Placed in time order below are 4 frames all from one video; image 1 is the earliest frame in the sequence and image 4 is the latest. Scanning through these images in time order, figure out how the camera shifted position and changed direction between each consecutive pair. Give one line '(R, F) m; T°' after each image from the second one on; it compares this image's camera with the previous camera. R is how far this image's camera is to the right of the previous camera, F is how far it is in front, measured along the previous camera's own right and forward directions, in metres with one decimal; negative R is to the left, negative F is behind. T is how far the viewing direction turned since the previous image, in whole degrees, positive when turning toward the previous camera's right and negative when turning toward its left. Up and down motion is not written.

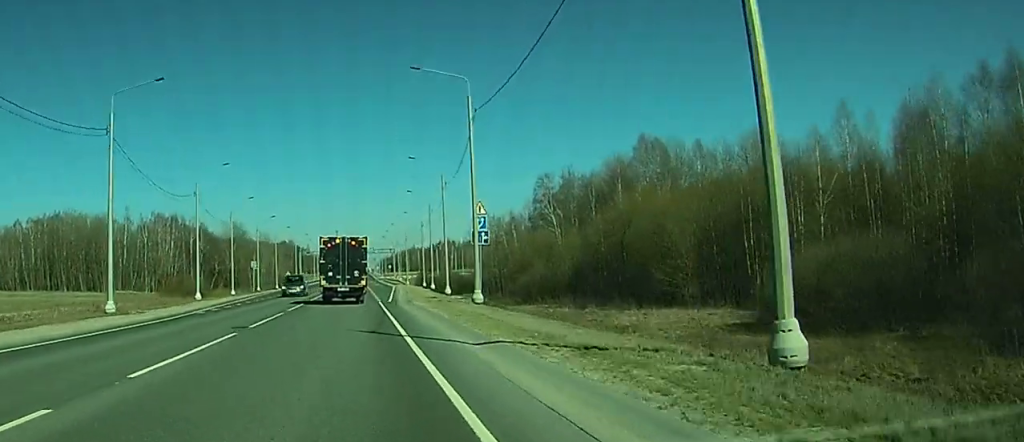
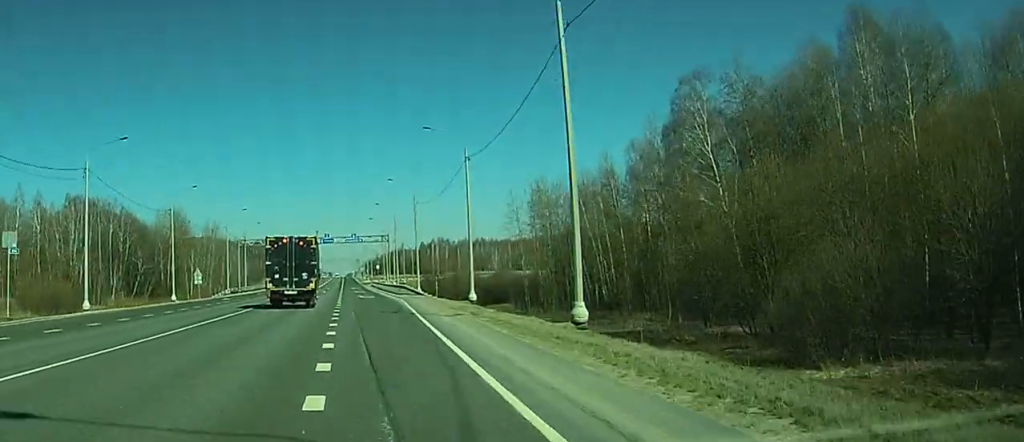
(+6.9, +74.4) m; +6°
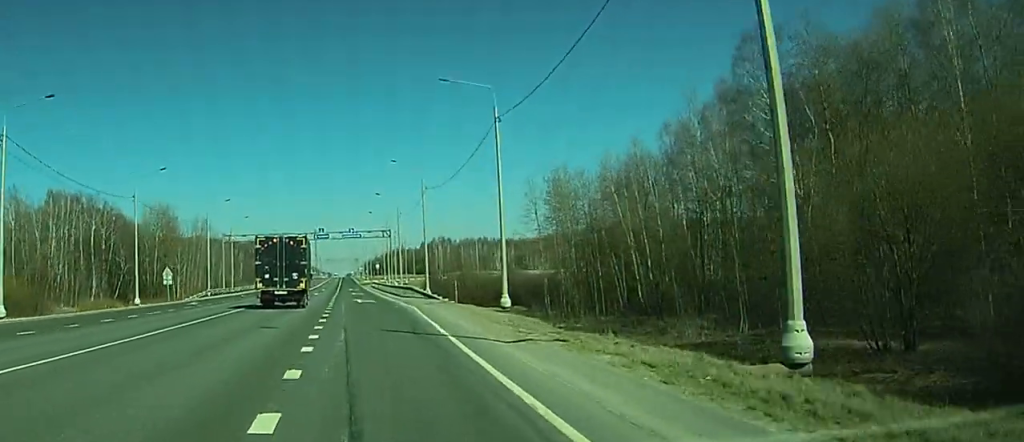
(0.0, +13.2) m; 0°
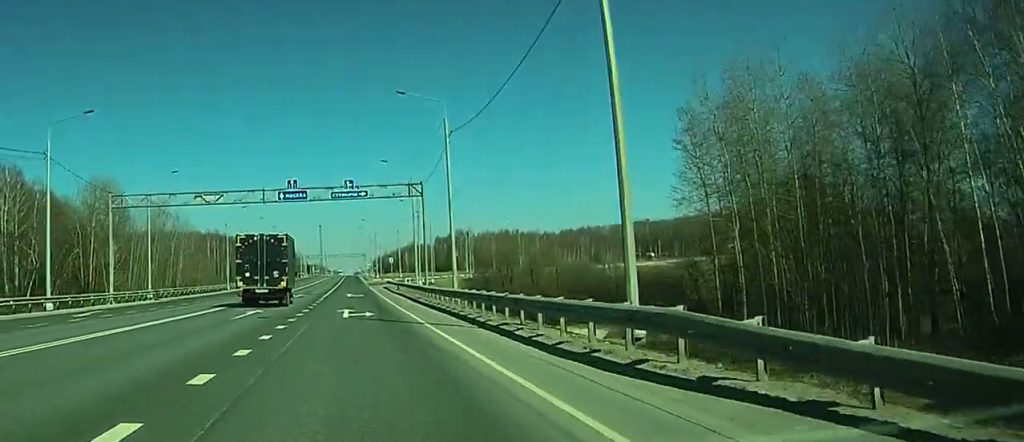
(-0.1, +52.8) m; 0°
